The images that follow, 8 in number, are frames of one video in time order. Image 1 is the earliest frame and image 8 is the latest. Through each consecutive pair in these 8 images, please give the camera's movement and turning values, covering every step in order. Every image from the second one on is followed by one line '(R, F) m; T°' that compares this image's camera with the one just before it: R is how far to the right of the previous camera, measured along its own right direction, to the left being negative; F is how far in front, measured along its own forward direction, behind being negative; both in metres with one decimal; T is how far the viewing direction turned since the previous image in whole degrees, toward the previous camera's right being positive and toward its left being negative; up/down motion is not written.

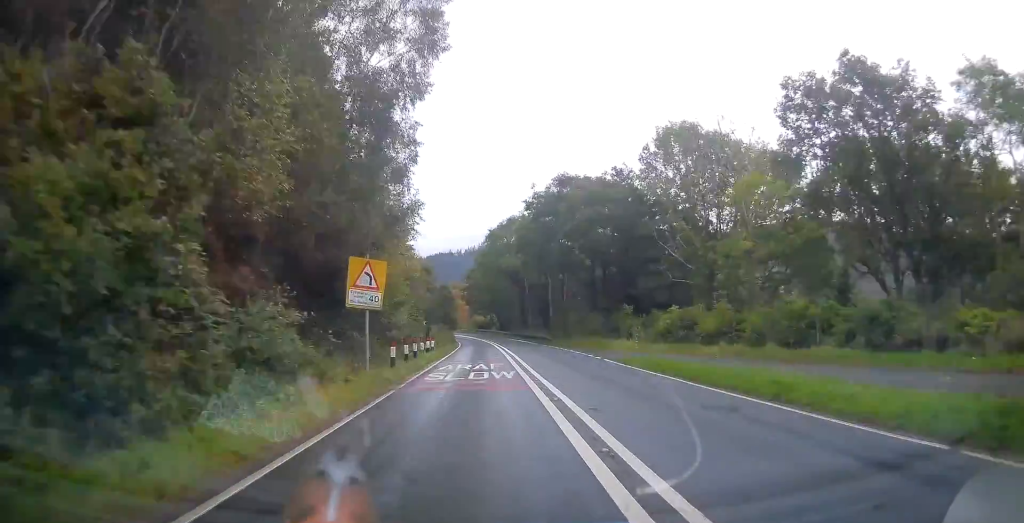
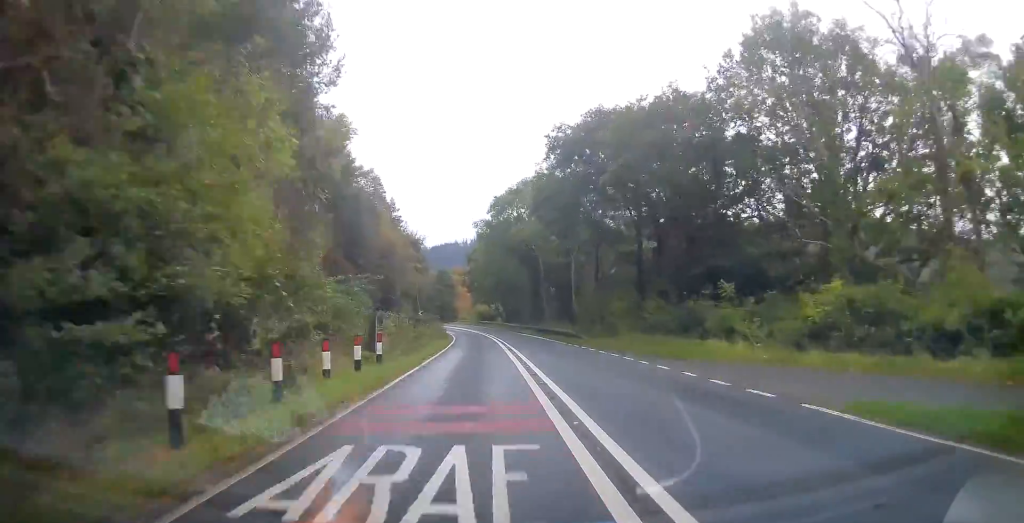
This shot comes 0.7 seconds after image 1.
(-0.1, +16.6) m; 0°
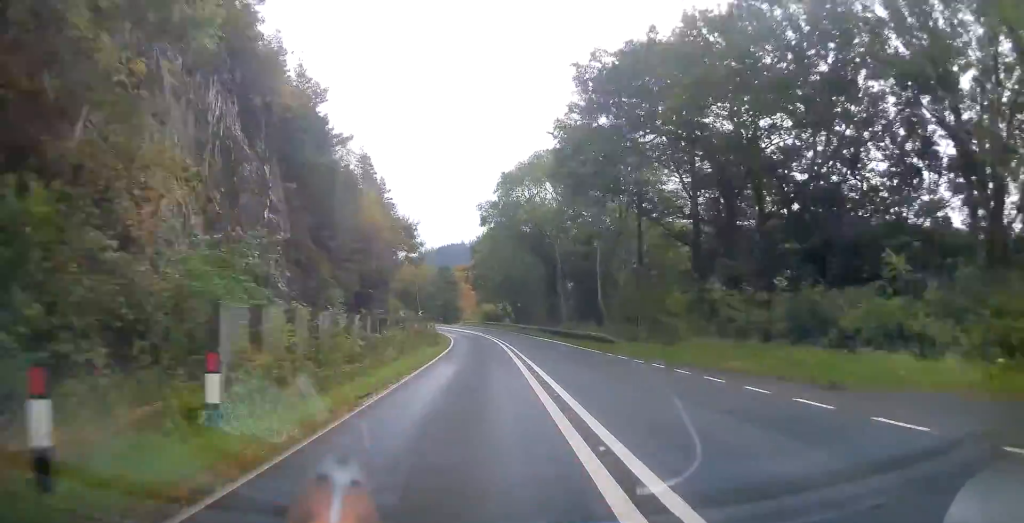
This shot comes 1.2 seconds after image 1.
(+0.1, +10.6) m; 0°
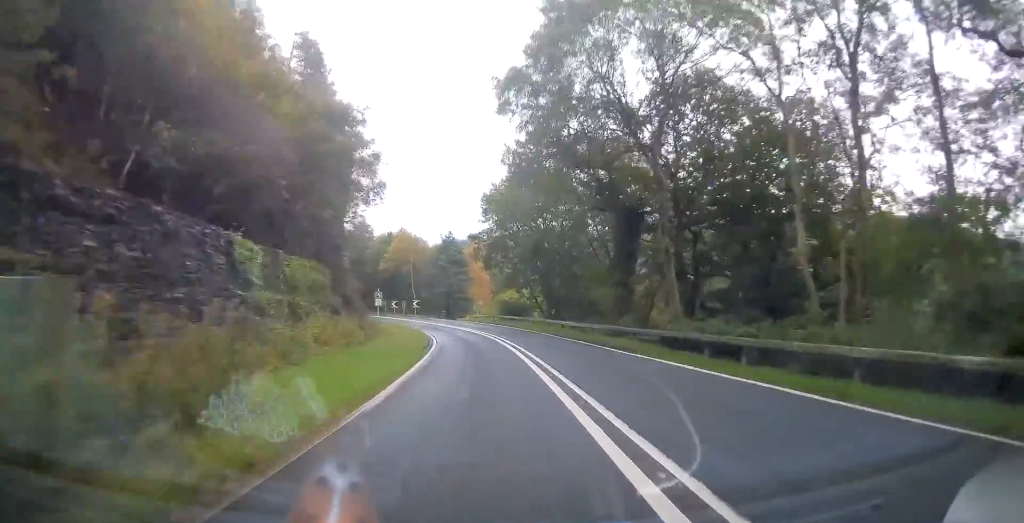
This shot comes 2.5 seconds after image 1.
(-0.3, +29.5) m; -2°
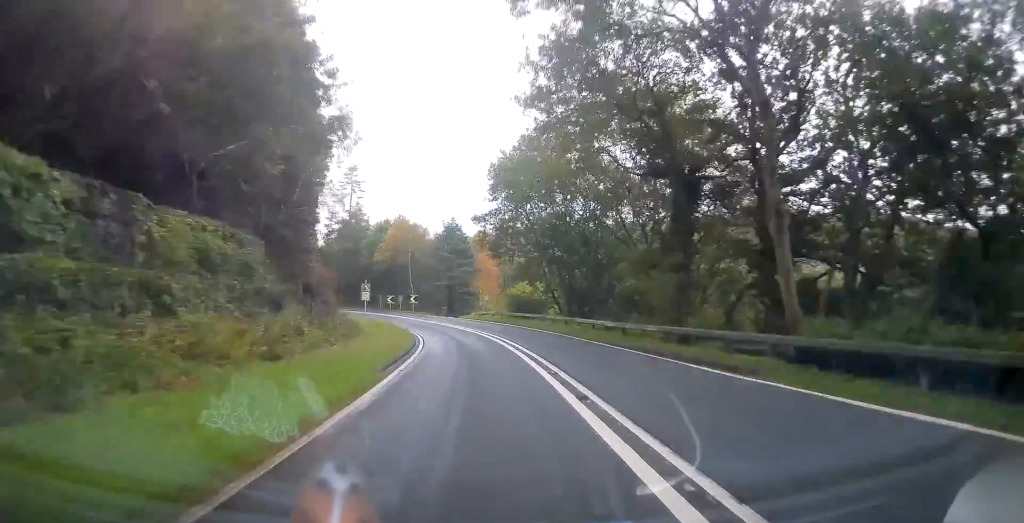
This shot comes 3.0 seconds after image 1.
(-0.1, +9.5) m; -1°
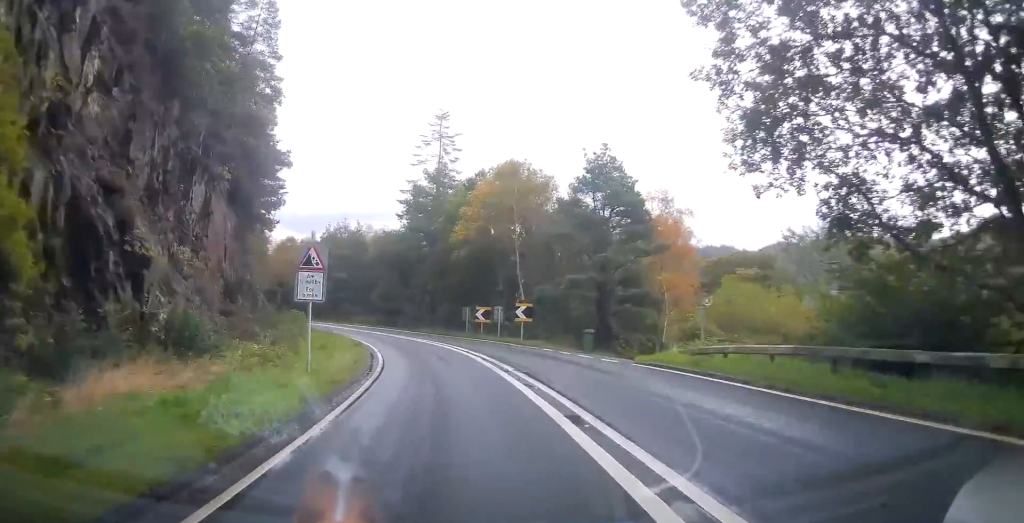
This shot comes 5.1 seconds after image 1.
(-3.0, +38.1) m; -12°
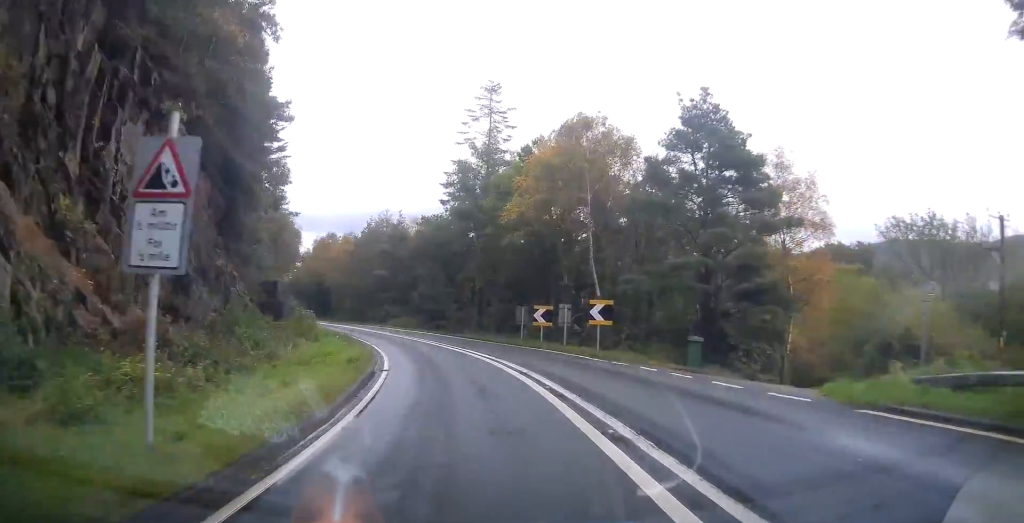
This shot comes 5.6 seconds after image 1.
(-0.1, +8.9) m; -5°
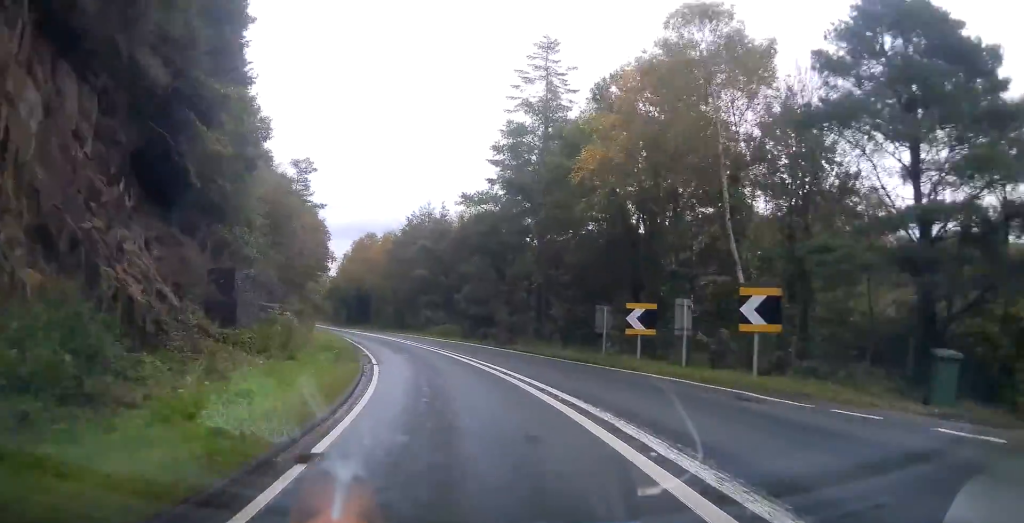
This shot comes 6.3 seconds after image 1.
(-0.8, +10.5) m; -6°
